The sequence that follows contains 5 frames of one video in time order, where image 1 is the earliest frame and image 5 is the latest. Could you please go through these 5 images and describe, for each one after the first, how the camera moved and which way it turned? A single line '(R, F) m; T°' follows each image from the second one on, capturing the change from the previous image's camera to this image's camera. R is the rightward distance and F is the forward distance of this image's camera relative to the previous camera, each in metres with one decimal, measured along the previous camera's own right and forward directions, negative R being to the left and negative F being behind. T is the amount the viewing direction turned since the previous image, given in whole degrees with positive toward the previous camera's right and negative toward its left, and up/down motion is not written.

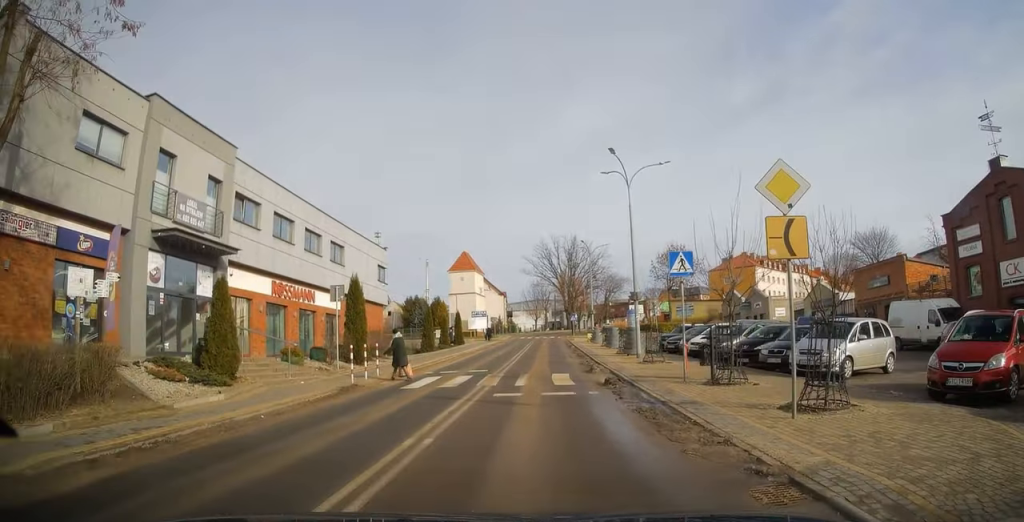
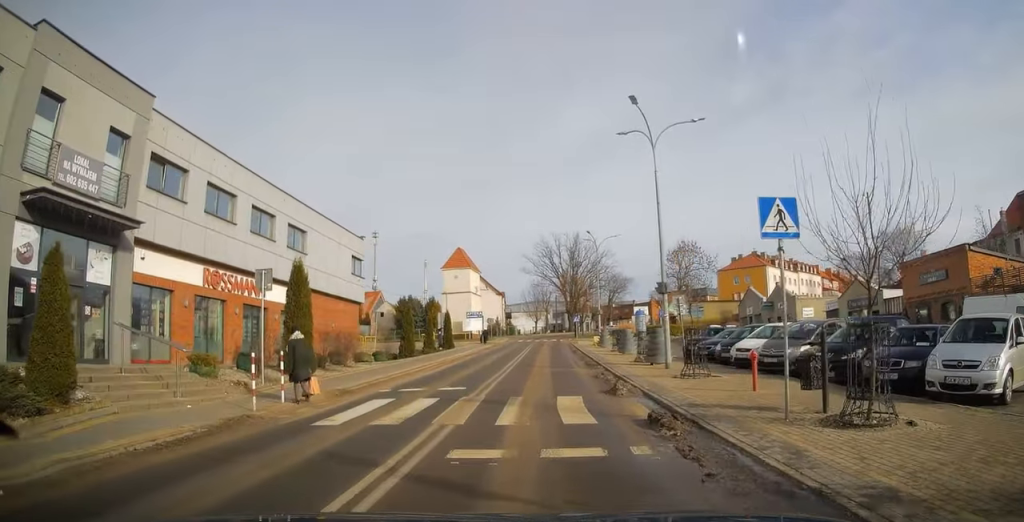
(+0.2, +6.3) m; 0°
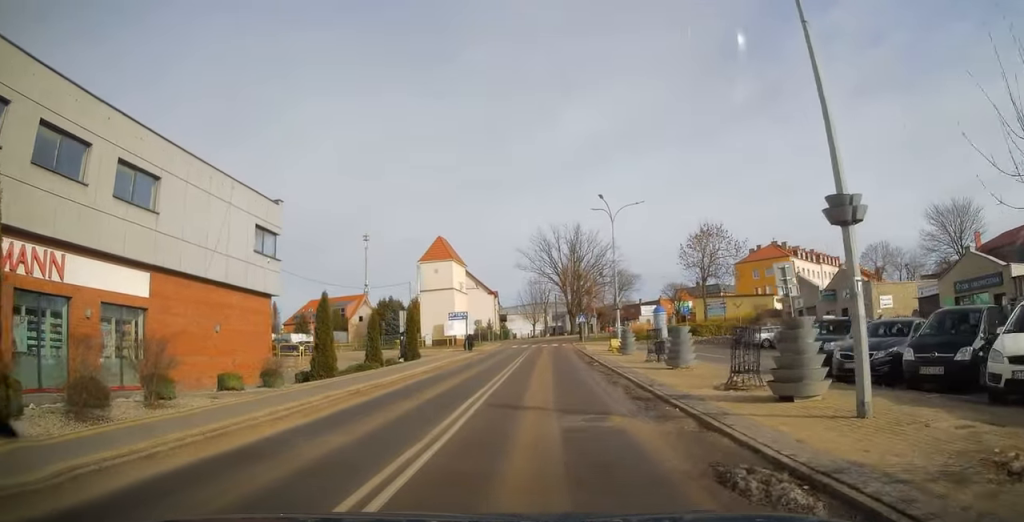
(-0.1, +13.0) m; 0°
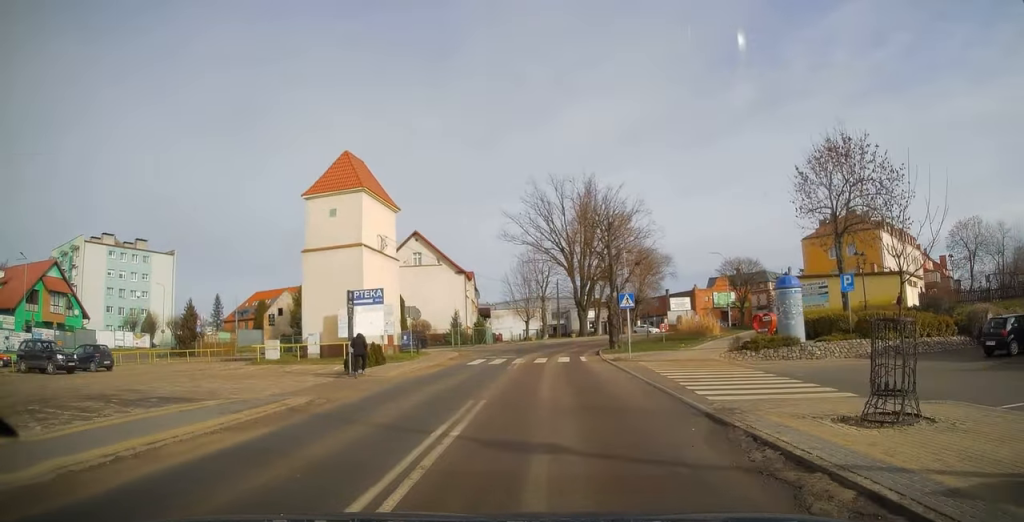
(+0.5, +32.0) m; -1°
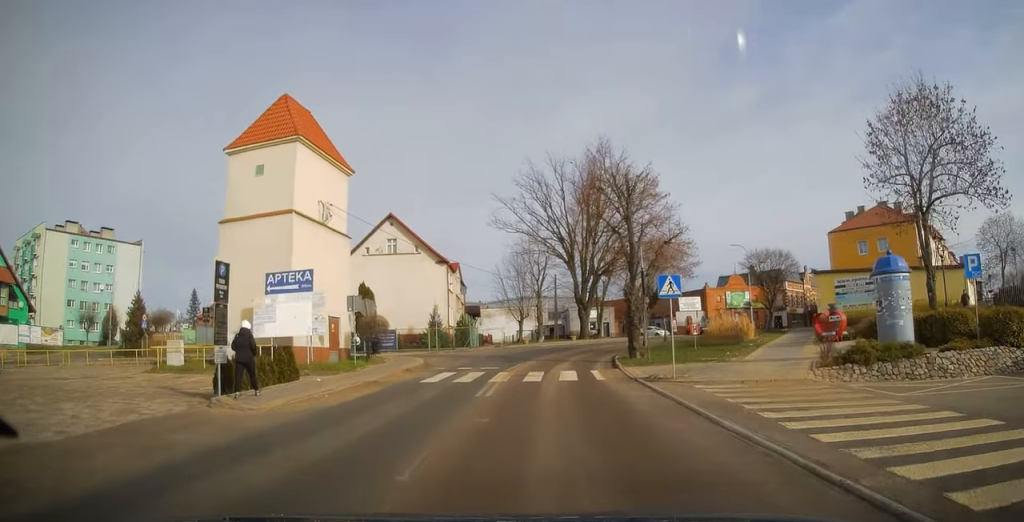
(-0.1, +9.4) m; 0°
